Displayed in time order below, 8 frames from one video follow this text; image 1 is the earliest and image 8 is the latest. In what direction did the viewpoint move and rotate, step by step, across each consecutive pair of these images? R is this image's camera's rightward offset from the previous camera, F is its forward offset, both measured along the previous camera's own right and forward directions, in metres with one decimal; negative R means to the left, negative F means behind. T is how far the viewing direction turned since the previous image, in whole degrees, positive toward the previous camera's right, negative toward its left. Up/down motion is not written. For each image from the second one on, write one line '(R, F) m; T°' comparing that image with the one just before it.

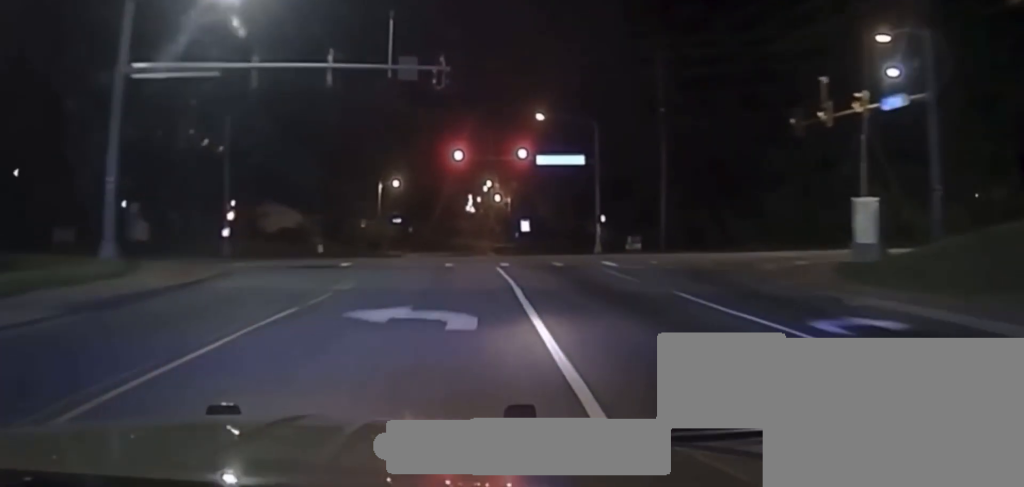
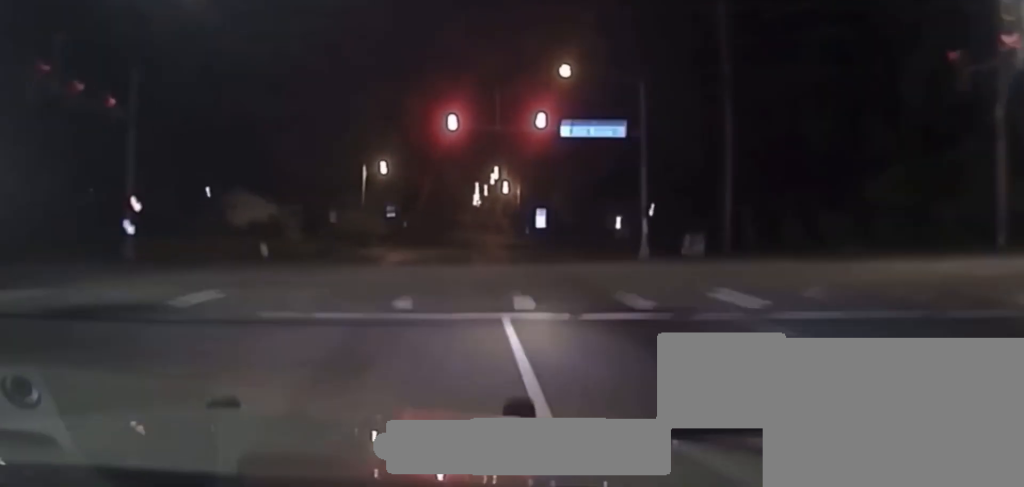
(-0.3, +17.9) m; -1°
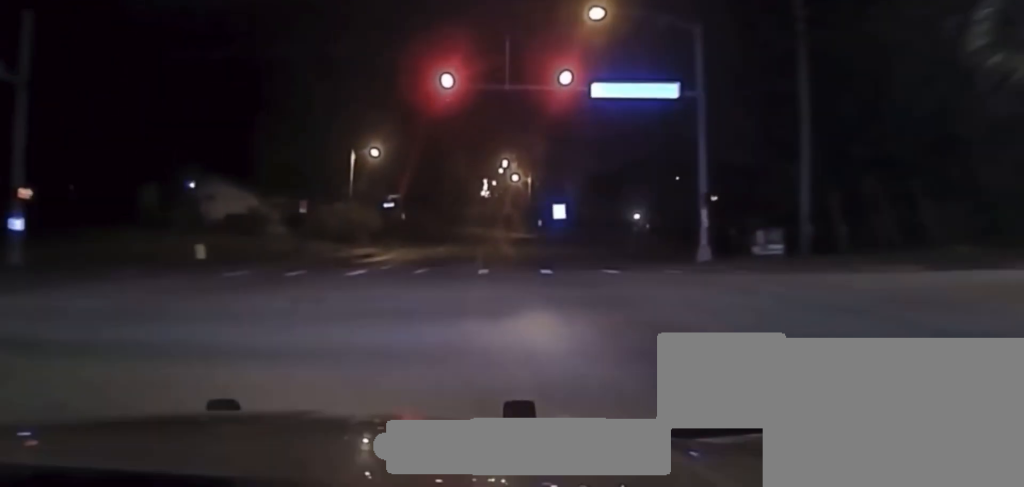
(-0.1, +11.2) m; -1°
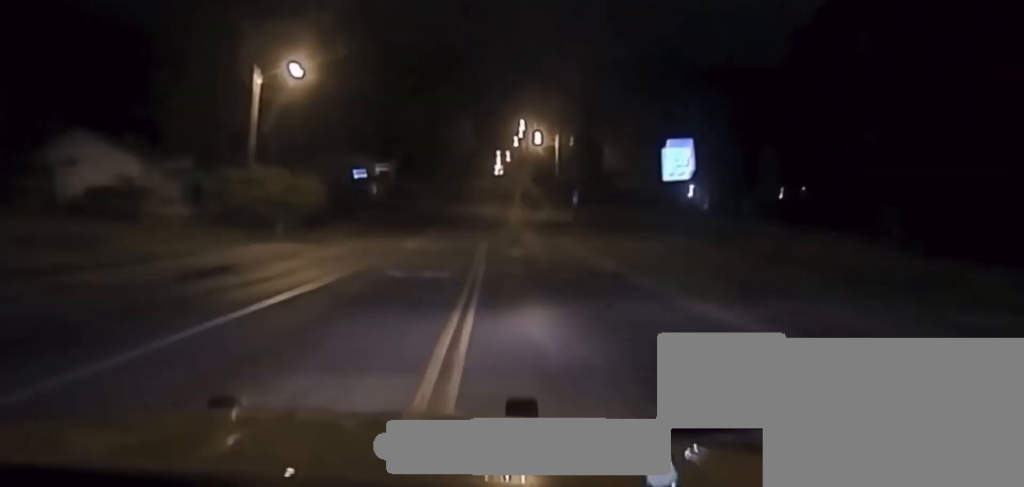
(-0.1, +32.5) m; 0°
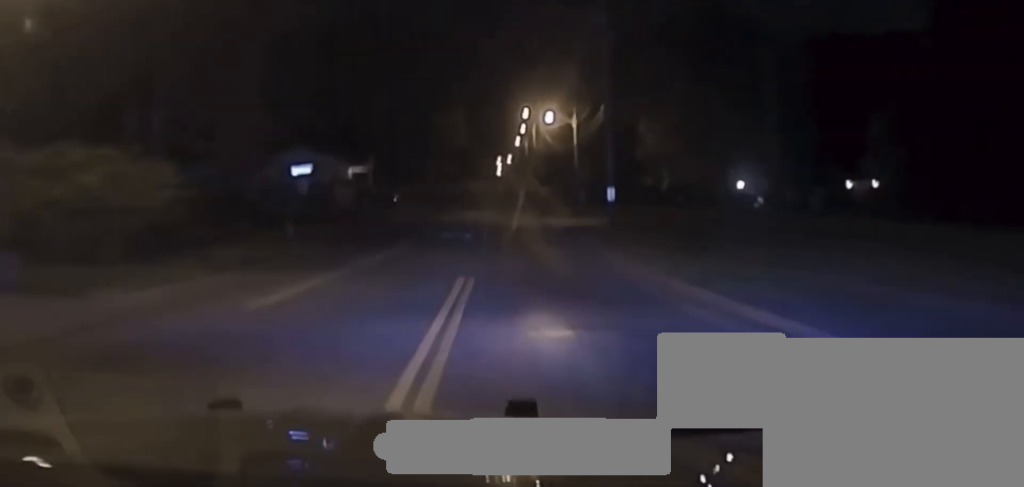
(0.0, +23.4) m; 0°
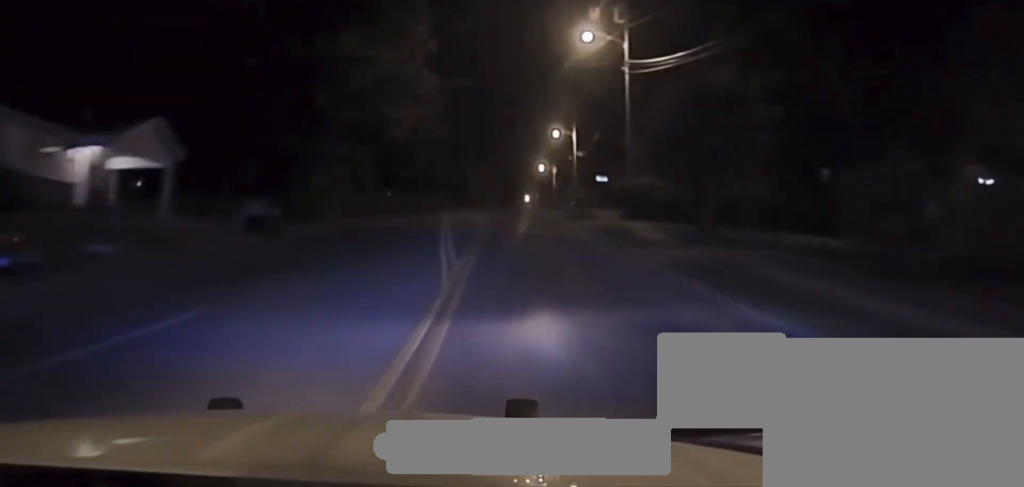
(-0.2, +68.9) m; -1°
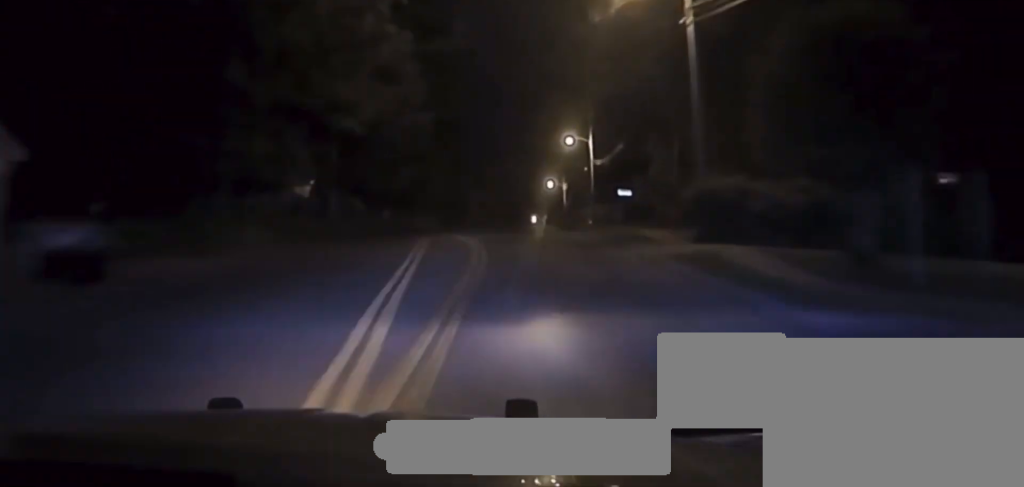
(-0.2, +14.5) m; 0°
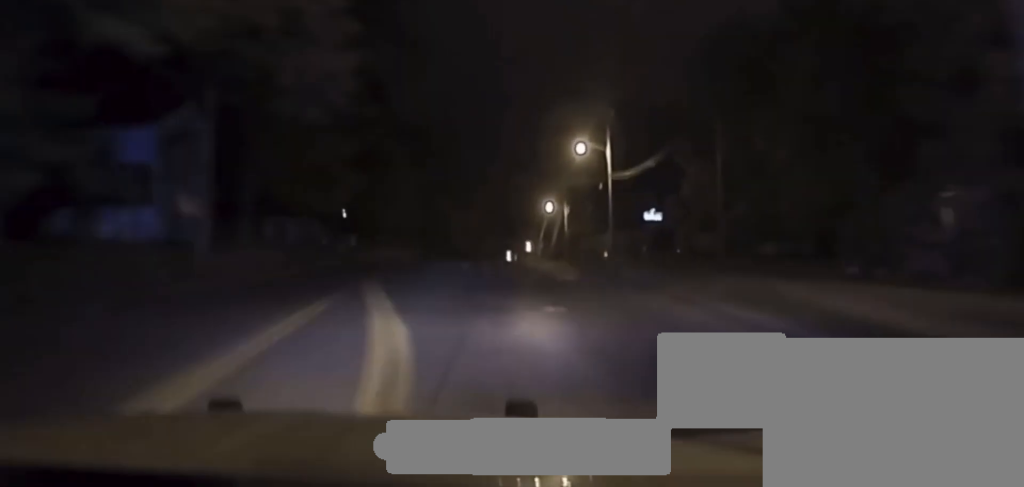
(-0.2, +20.4) m; 0°
